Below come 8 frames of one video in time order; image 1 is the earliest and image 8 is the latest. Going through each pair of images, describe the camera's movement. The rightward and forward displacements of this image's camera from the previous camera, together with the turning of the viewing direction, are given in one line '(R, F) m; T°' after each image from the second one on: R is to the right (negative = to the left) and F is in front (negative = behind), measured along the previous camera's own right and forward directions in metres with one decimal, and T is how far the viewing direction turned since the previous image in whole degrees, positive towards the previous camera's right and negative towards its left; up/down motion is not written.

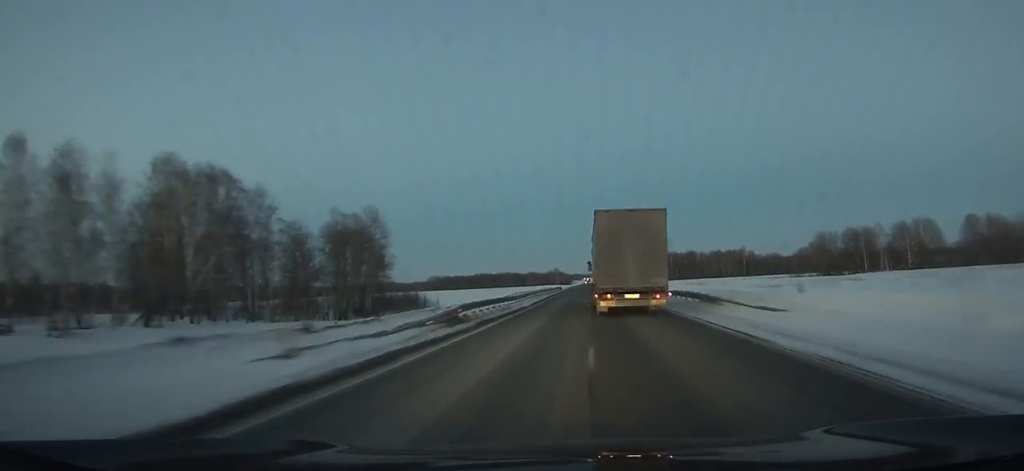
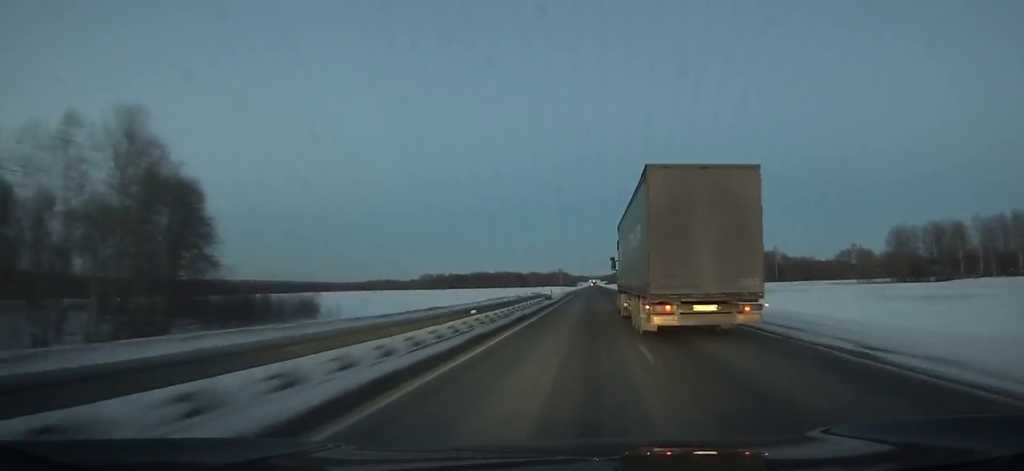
(-0.1, +62.5) m; 0°
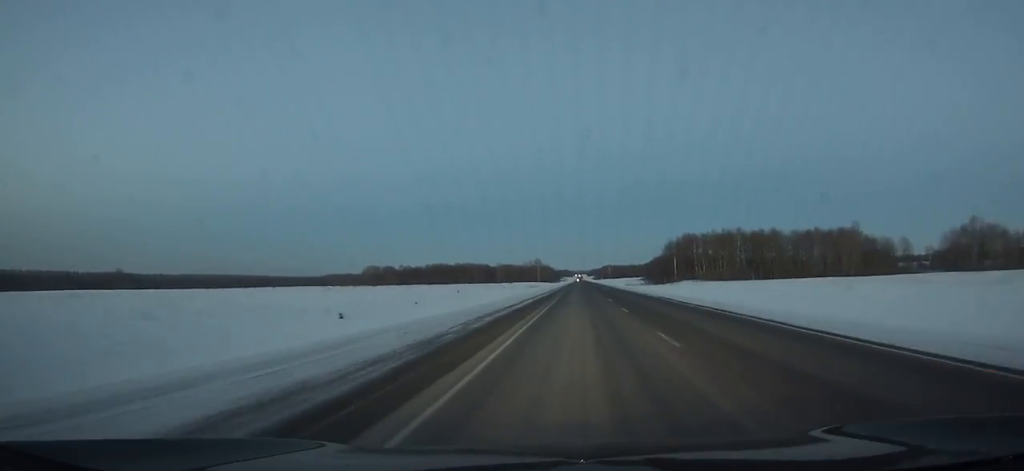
(+0.8, +129.1) m; +1°
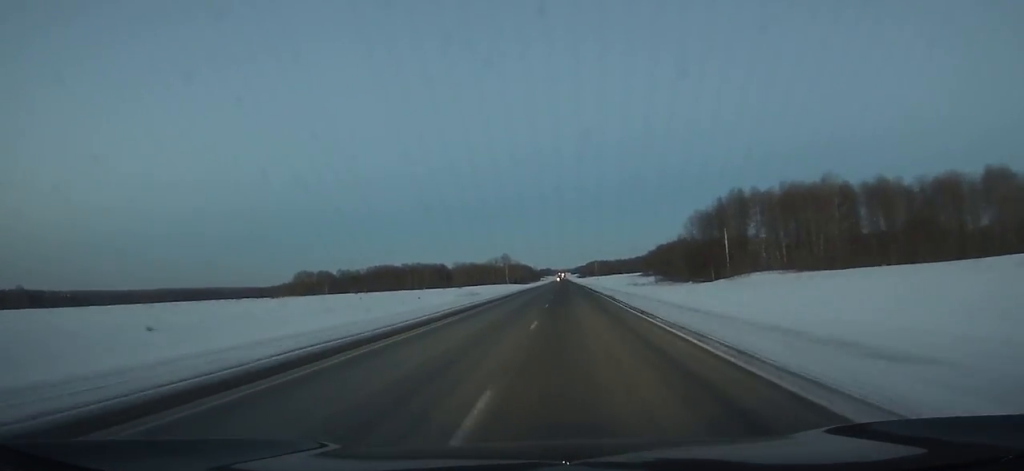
(+1.6, +102.1) m; +1°
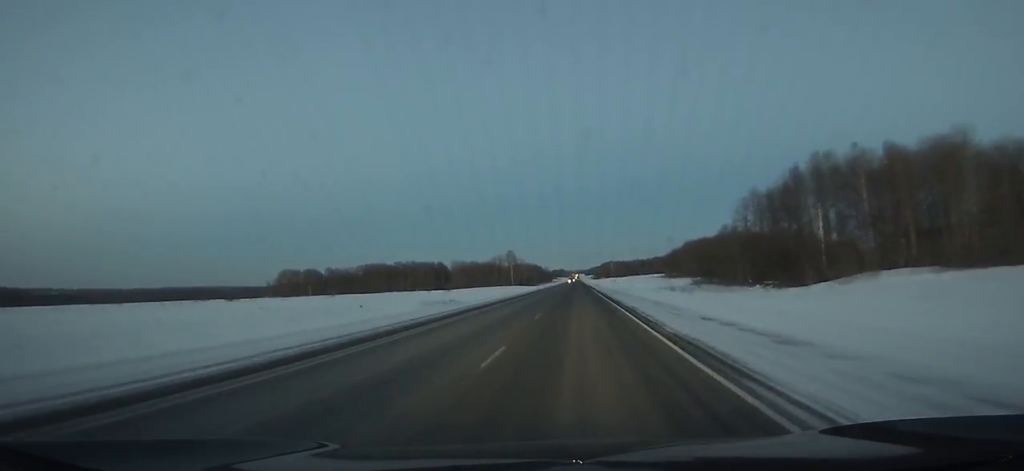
(+0.2, +44.8) m; 0°
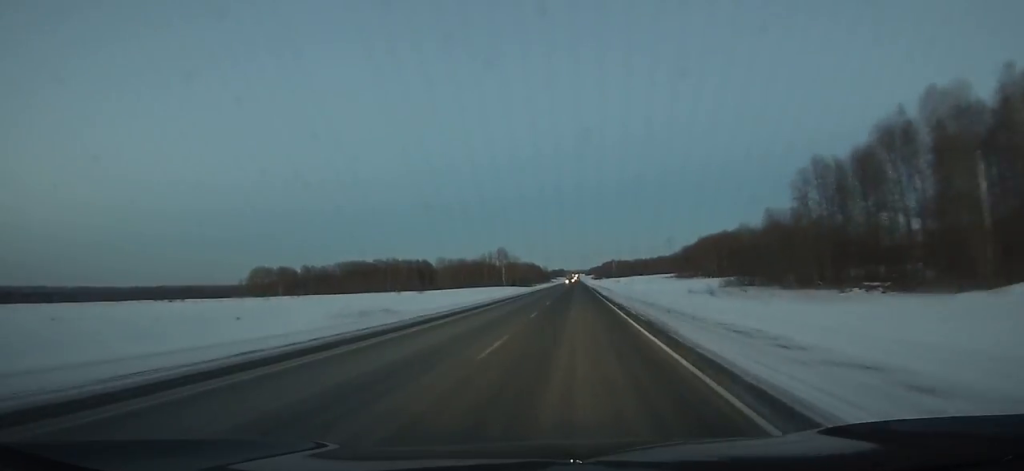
(-0.1, +35.7) m; 0°
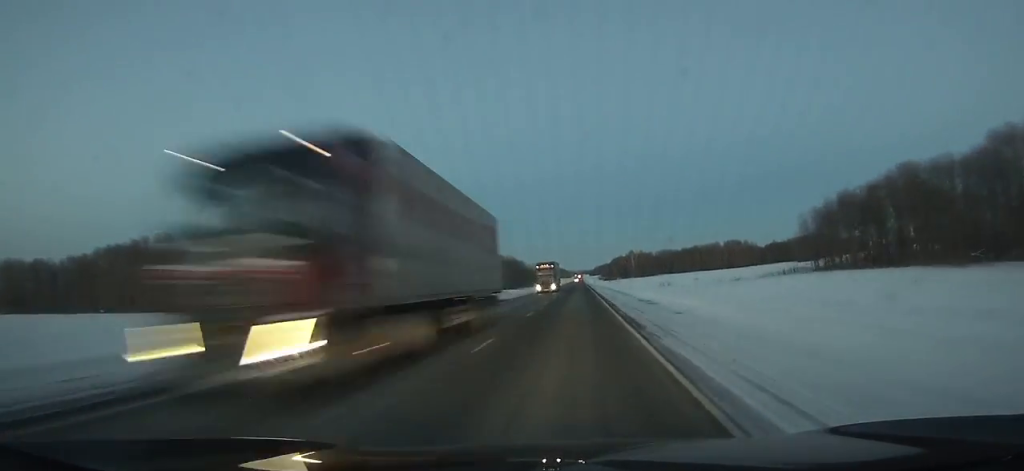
(-1.2, +184.6) m; -1°
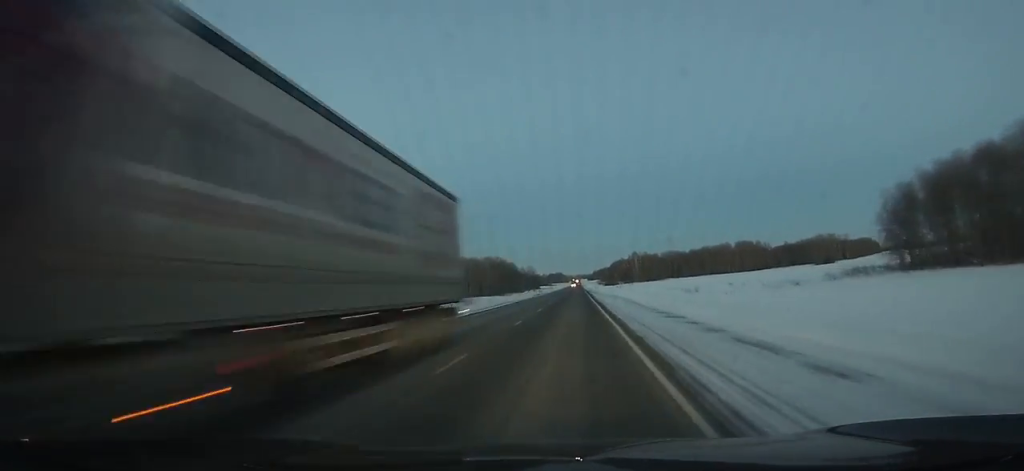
(0.0, +40.8) m; 0°
